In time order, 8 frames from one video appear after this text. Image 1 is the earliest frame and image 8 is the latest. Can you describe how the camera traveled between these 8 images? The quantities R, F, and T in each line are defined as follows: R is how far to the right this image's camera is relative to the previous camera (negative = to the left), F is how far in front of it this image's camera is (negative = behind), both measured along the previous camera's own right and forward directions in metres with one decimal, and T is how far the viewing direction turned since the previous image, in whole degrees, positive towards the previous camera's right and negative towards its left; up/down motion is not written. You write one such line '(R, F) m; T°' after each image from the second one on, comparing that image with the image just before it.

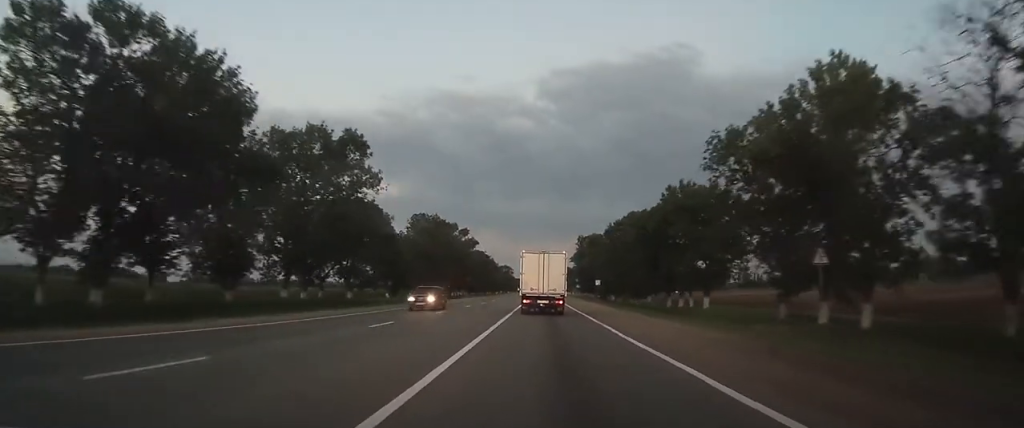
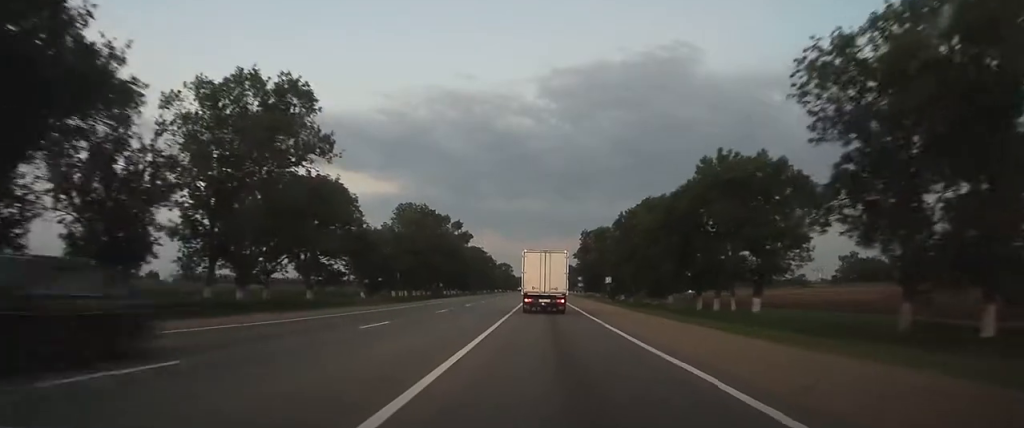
(0.0, +13.1) m; 0°
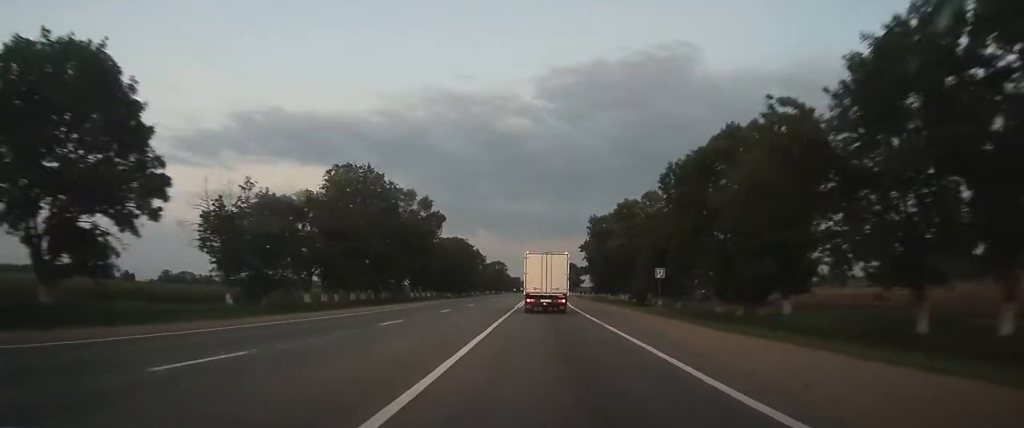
(+0.1, +34.7) m; 0°
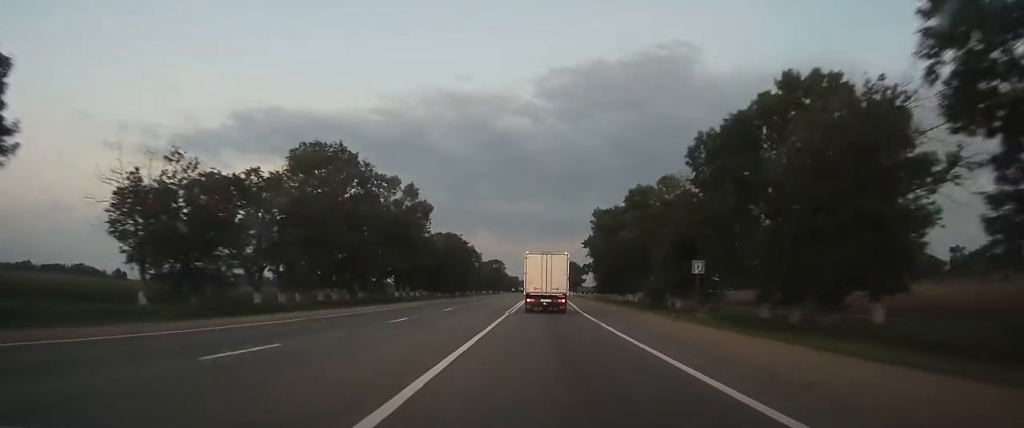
(0.0, +10.8) m; 0°
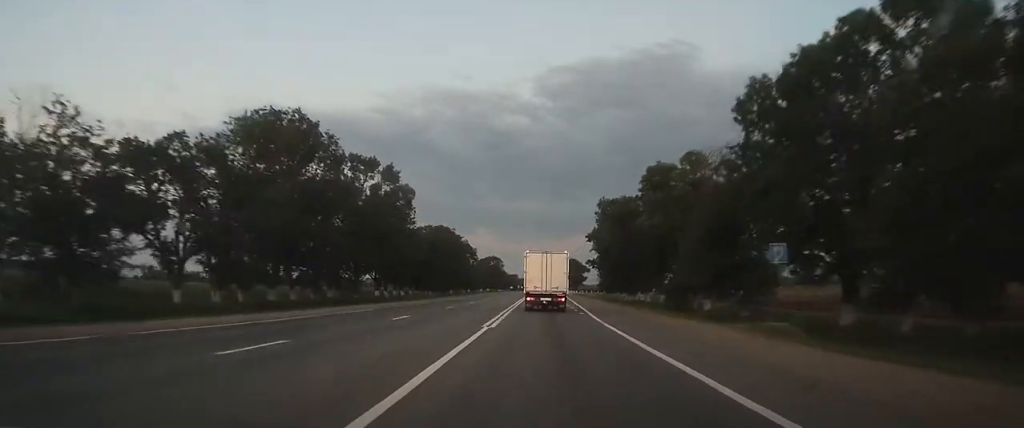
(0.0, +11.6) m; 0°
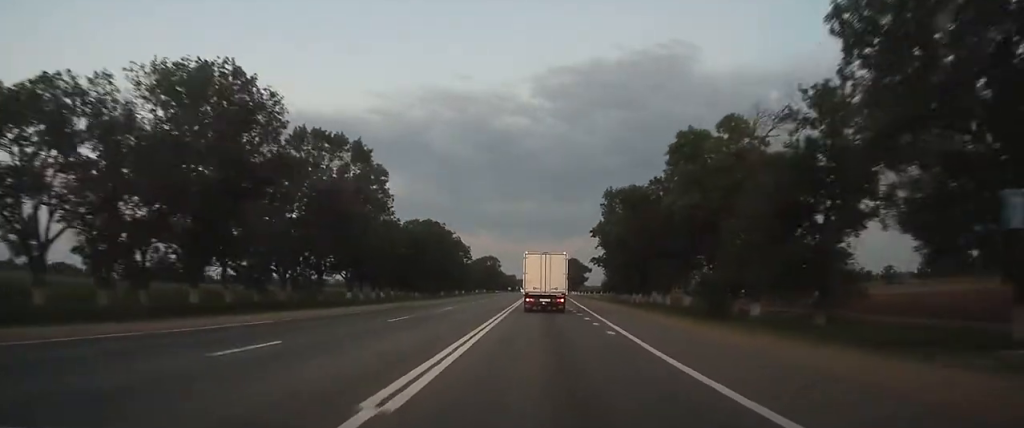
(0.0, +12.4) m; 0°
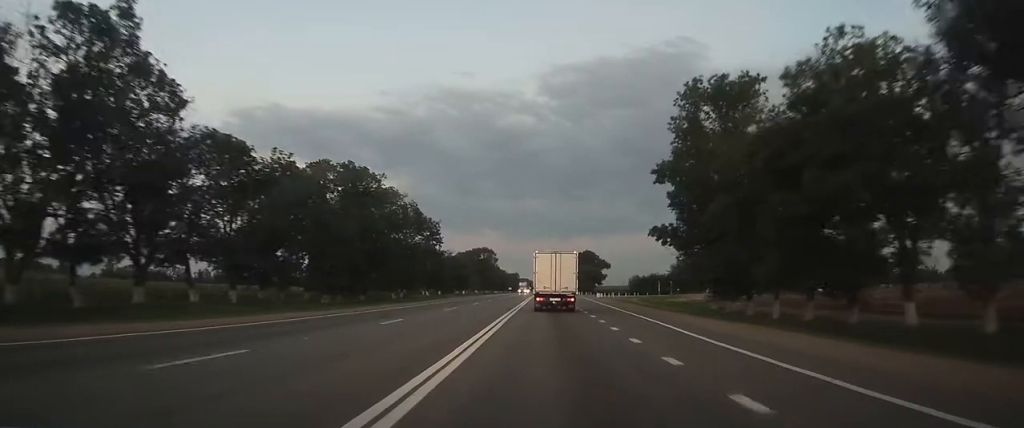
(0.0, +51.1) m; 0°
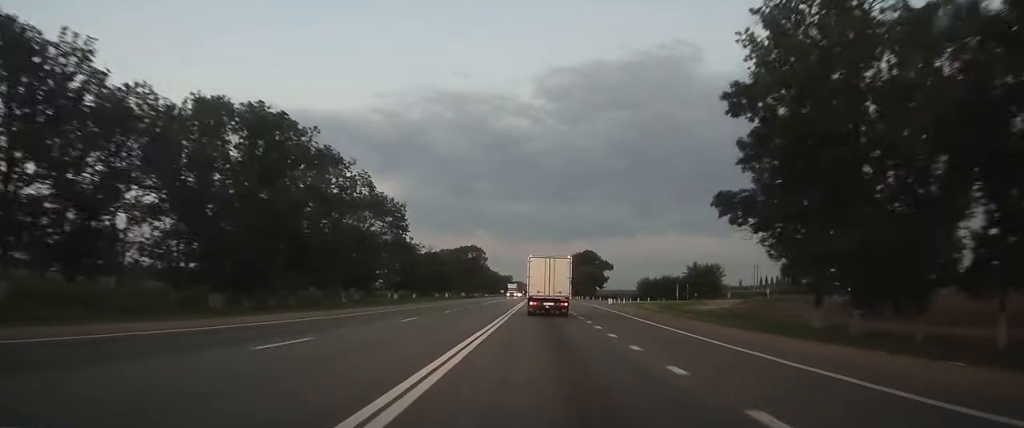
(+0.1, +21.0) m; 0°
